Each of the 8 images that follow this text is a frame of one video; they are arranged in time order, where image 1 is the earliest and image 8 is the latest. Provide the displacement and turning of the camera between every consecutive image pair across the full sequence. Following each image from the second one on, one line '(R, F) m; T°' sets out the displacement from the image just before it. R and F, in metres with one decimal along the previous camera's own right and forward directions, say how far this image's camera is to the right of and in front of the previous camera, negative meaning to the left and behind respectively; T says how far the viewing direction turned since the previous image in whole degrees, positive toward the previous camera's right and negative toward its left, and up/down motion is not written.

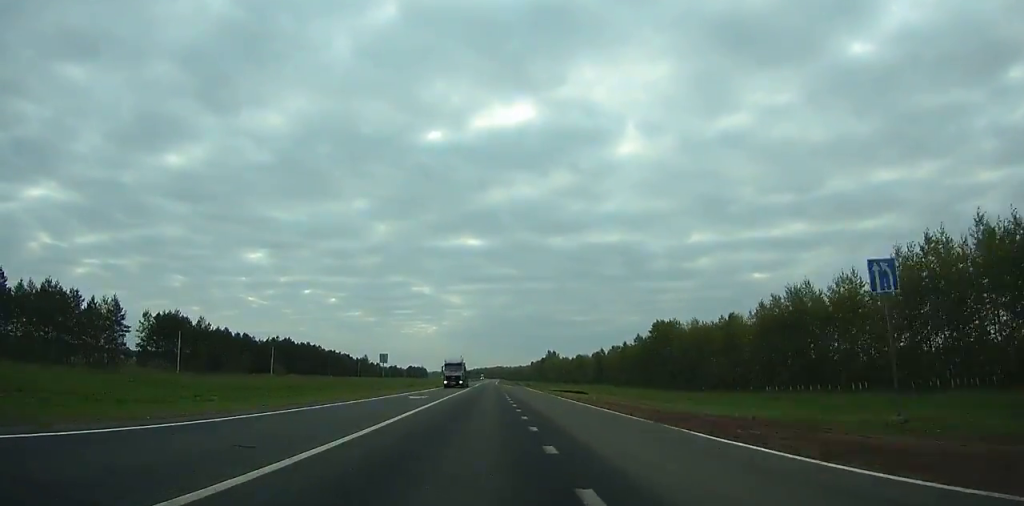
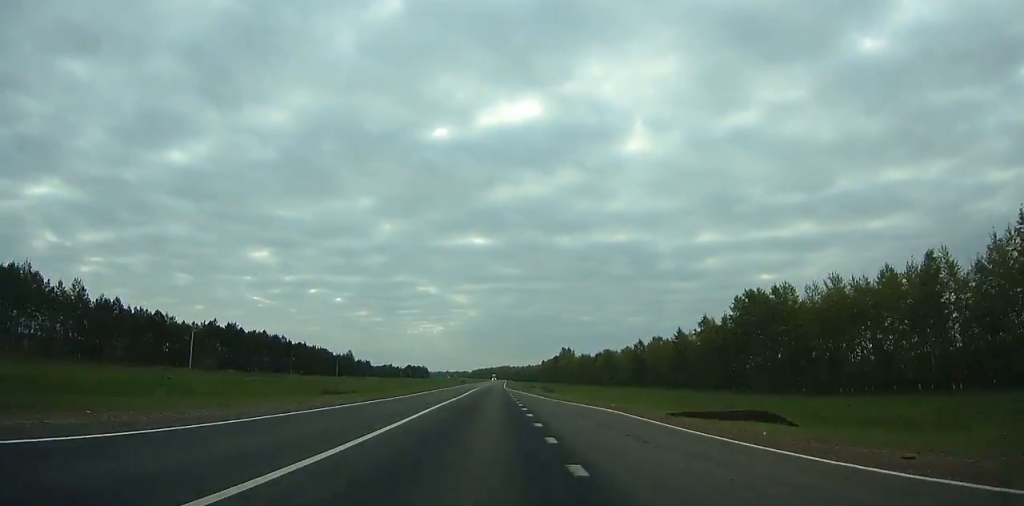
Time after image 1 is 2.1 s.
(0.0, +49.9) m; 0°
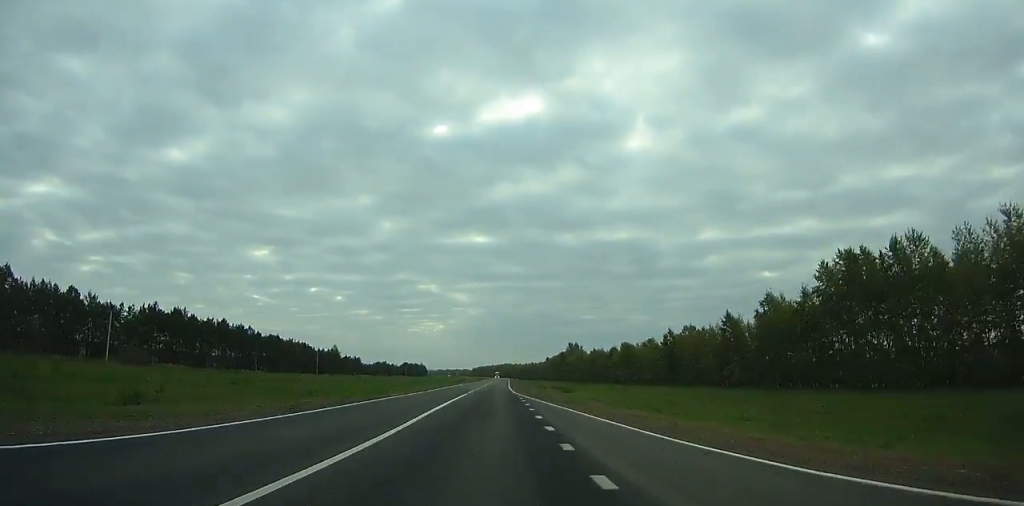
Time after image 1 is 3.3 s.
(0.0, +28.6) m; 0°
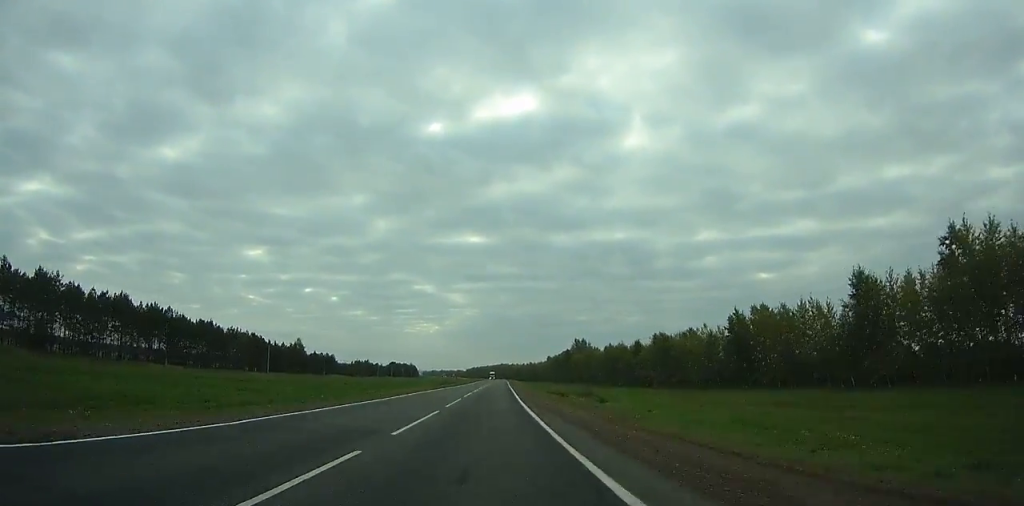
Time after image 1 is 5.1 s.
(0.0, +42.9) m; 0°
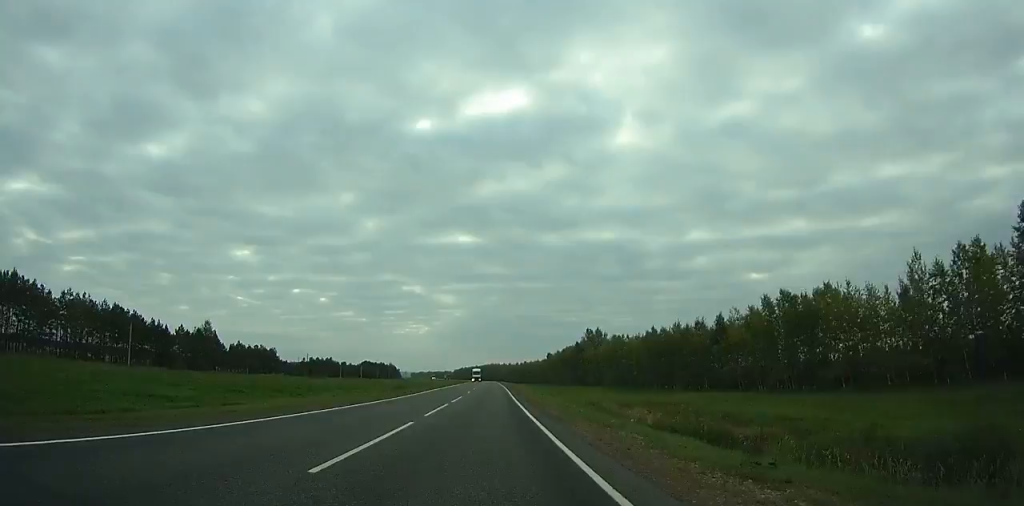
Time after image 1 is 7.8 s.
(0.0, +64.6) m; 0°
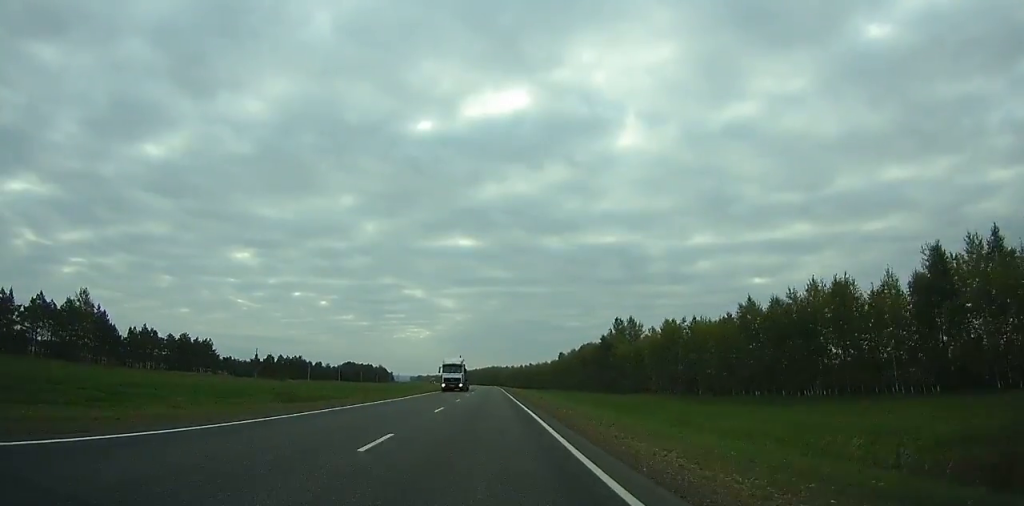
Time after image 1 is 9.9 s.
(+0.2, +50.5) m; 0°
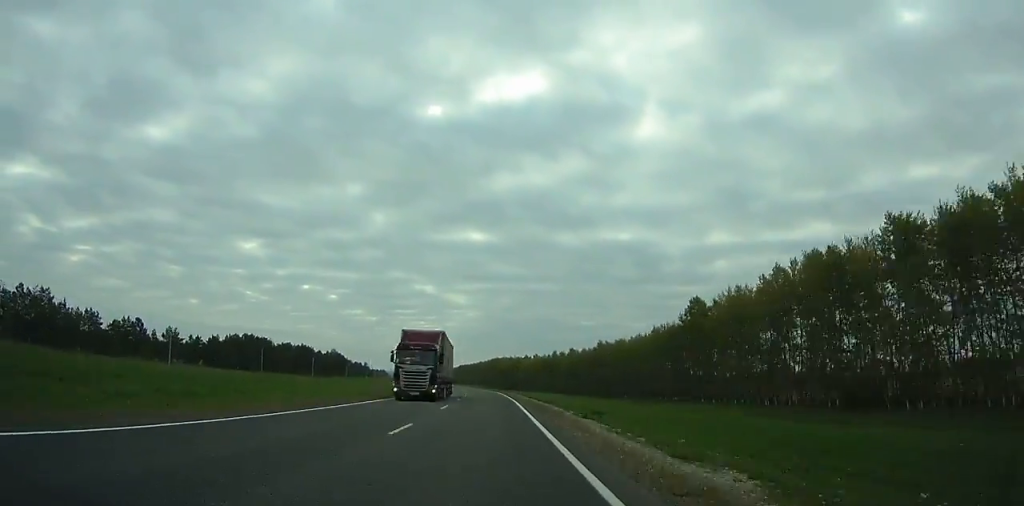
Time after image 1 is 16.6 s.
(-0.5, +164.3) m; -1°
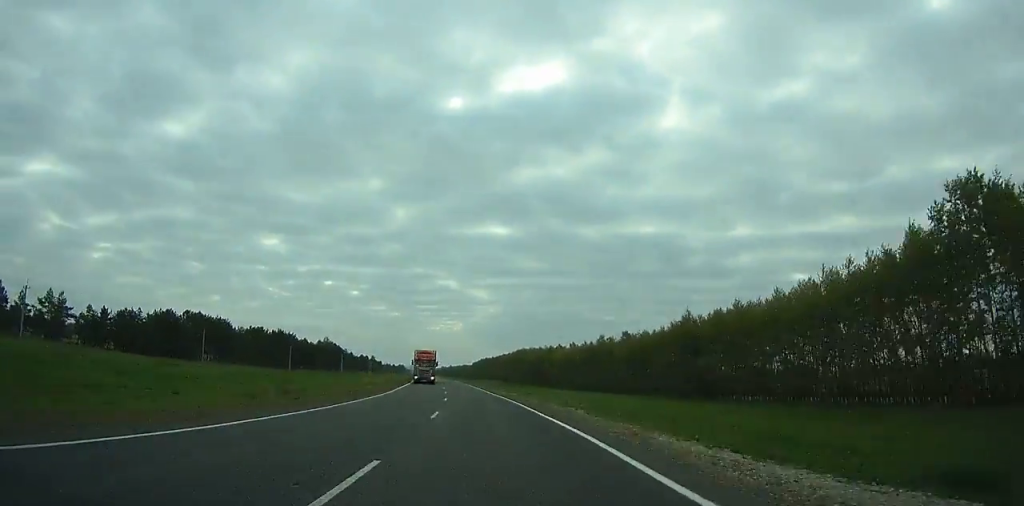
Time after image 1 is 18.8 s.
(+0.1, +54.7) m; -2°
